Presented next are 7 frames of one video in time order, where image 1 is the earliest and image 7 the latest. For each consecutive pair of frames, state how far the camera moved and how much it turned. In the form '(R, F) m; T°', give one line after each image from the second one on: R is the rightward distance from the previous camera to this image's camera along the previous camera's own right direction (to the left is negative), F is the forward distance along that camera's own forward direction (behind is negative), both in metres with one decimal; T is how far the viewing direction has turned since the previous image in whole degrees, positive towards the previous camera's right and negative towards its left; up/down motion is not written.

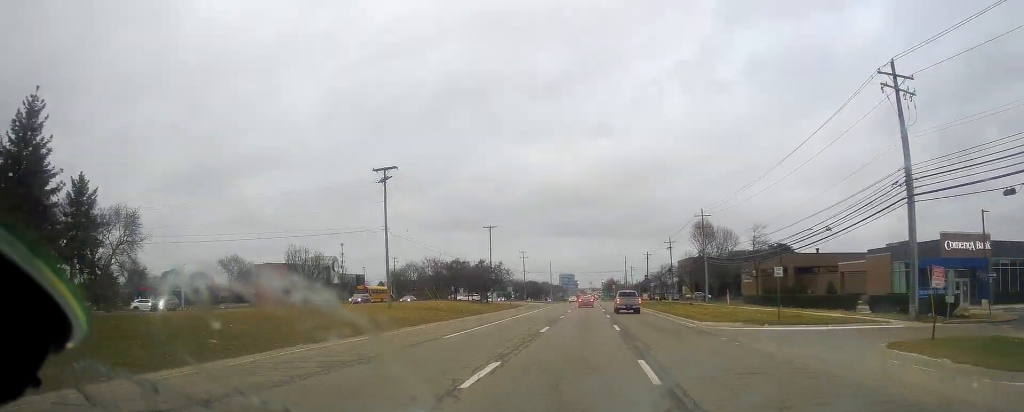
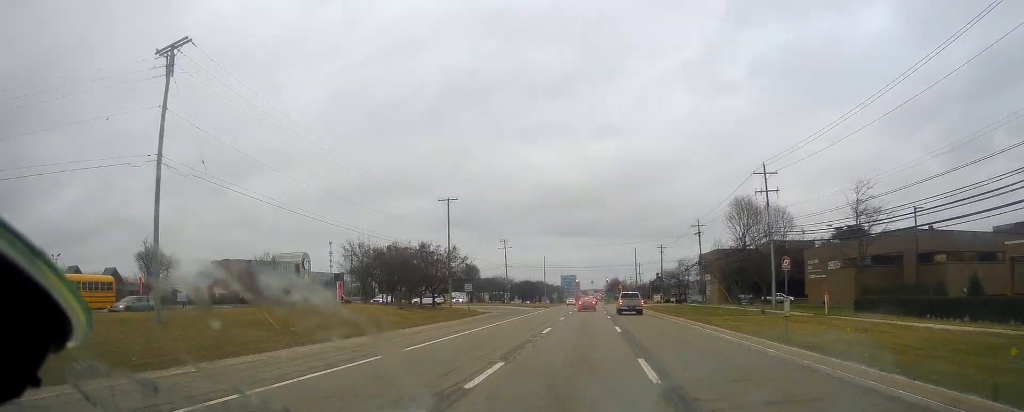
(+0.2, +32.0) m; +1°
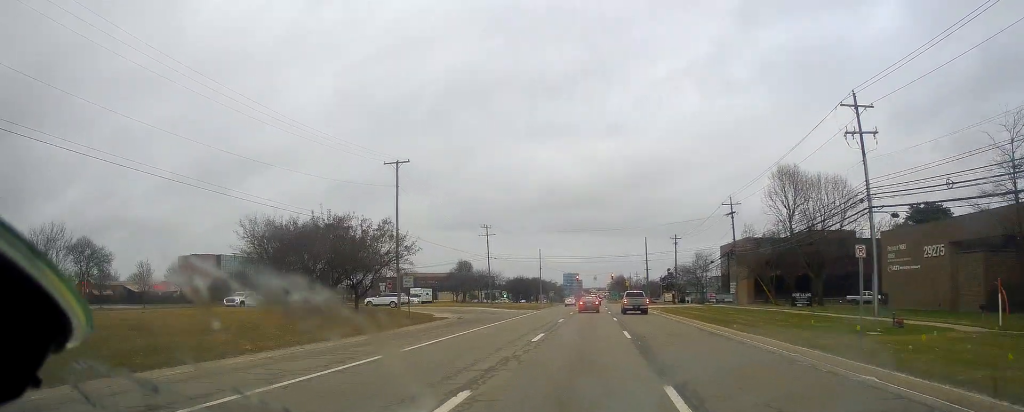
(+0.2, +20.7) m; -1°
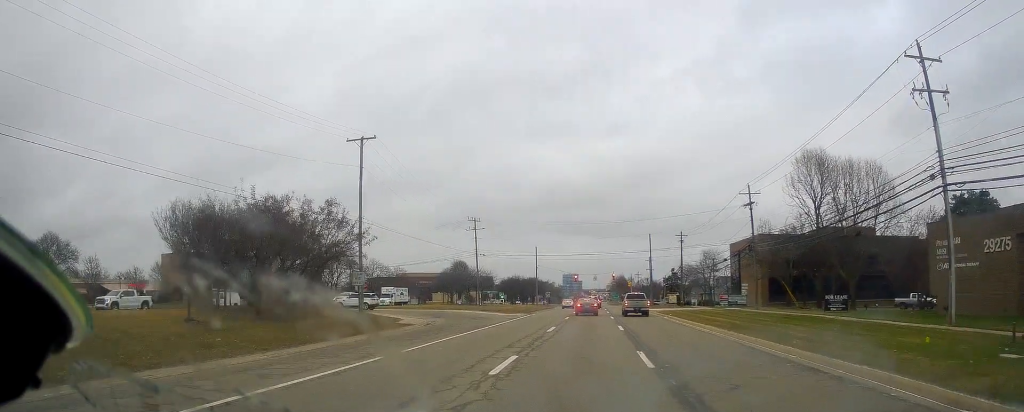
(0.0, +8.8) m; -1°
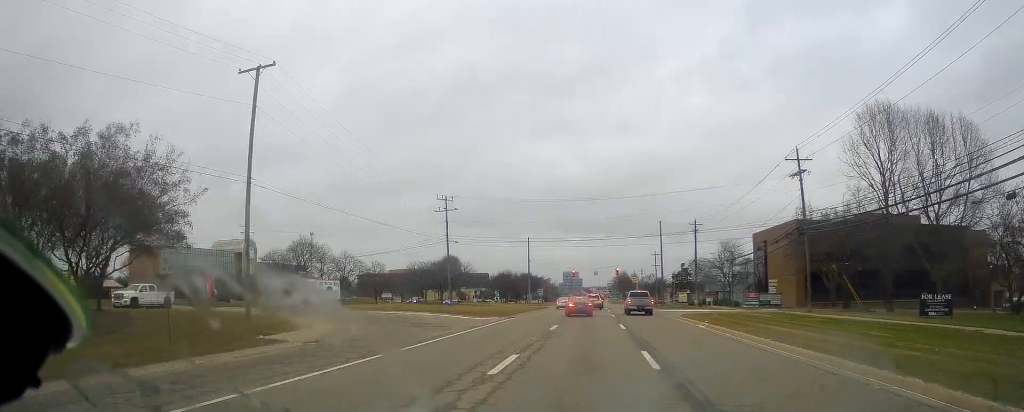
(-0.4, +16.3) m; +1°
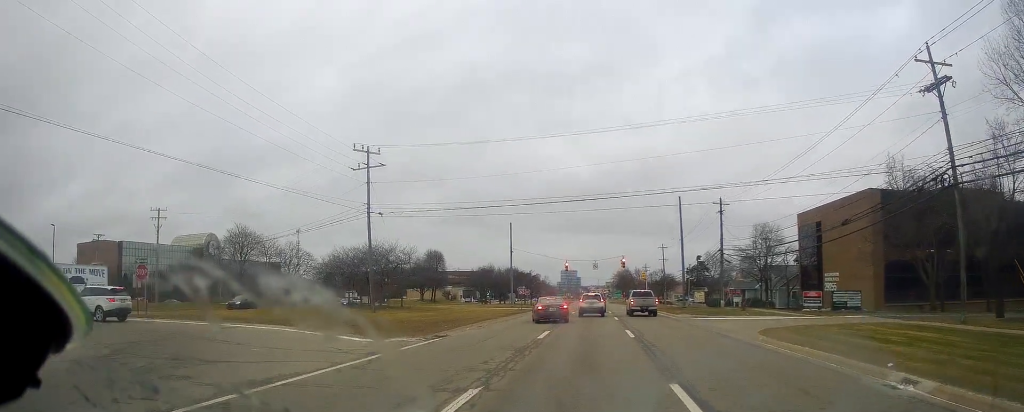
(+1.1, +23.2) m; 0°
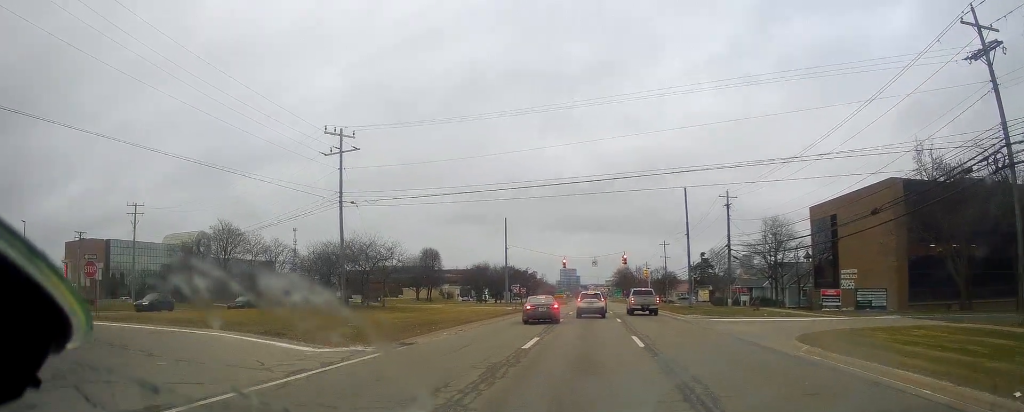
(-0.3, +4.7) m; -2°
